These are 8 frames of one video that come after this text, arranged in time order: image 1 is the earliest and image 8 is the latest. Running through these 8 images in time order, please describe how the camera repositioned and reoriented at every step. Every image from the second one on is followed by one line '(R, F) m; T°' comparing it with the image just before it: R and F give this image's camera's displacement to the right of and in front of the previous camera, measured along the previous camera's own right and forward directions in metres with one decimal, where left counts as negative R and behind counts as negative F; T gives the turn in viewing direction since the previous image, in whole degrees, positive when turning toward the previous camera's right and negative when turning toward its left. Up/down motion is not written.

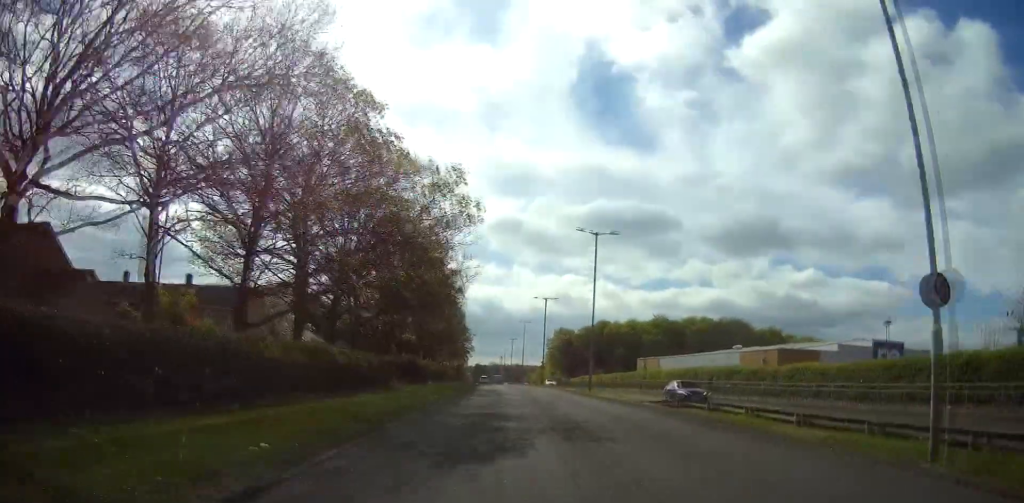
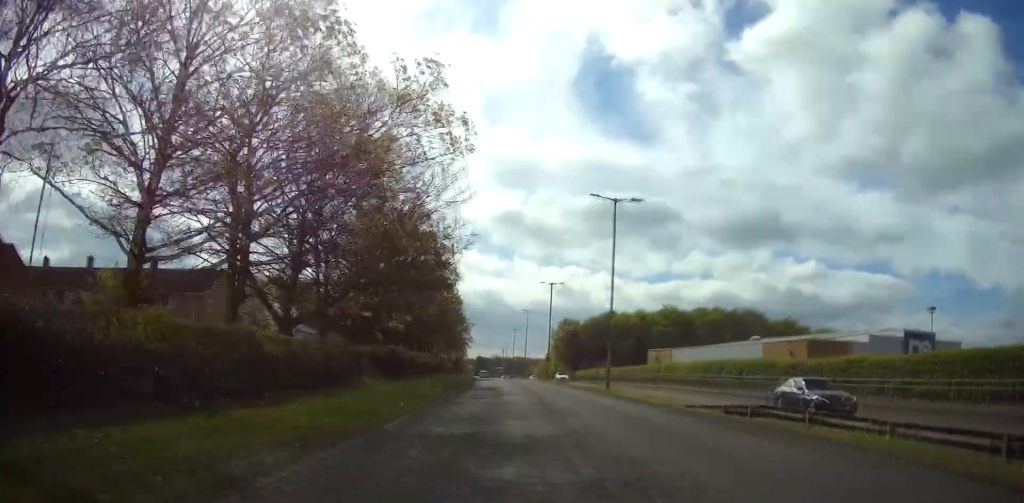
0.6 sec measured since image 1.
(-0.1, +7.5) m; -1°
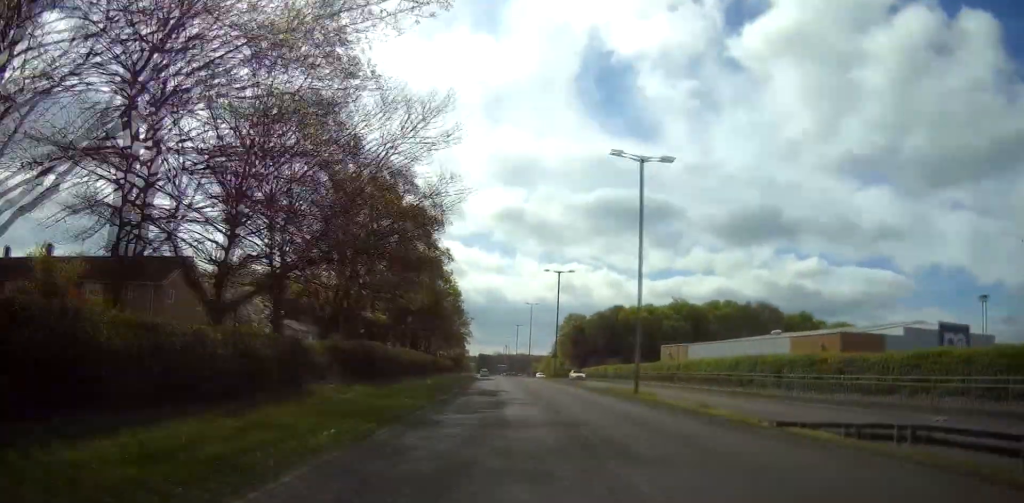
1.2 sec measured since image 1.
(-0.1, +7.2) m; -1°
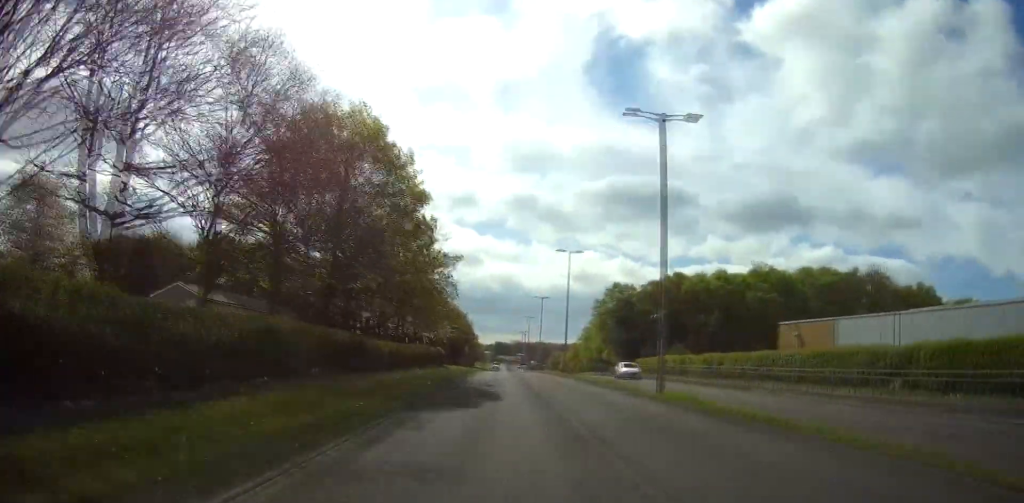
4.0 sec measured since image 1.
(-0.2, +39.0) m; -1°
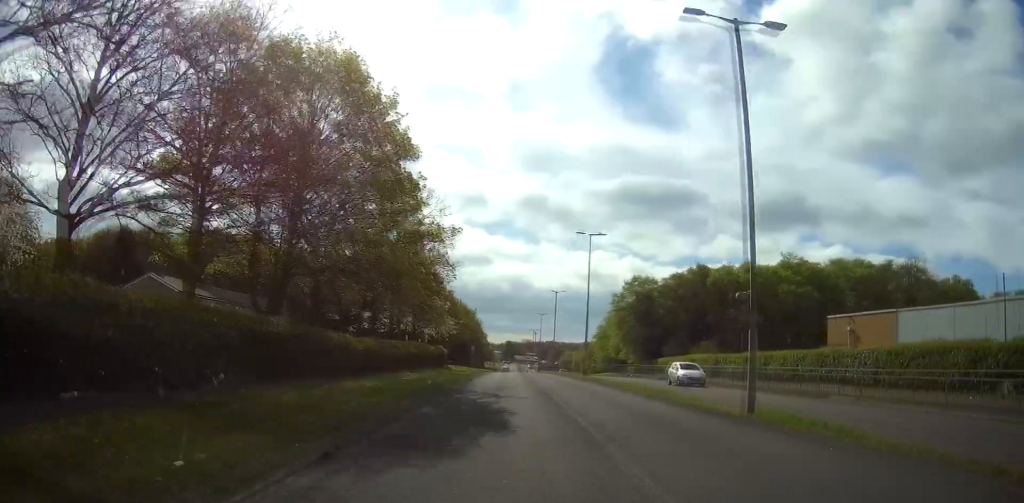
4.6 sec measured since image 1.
(0.0, +7.8) m; 0°
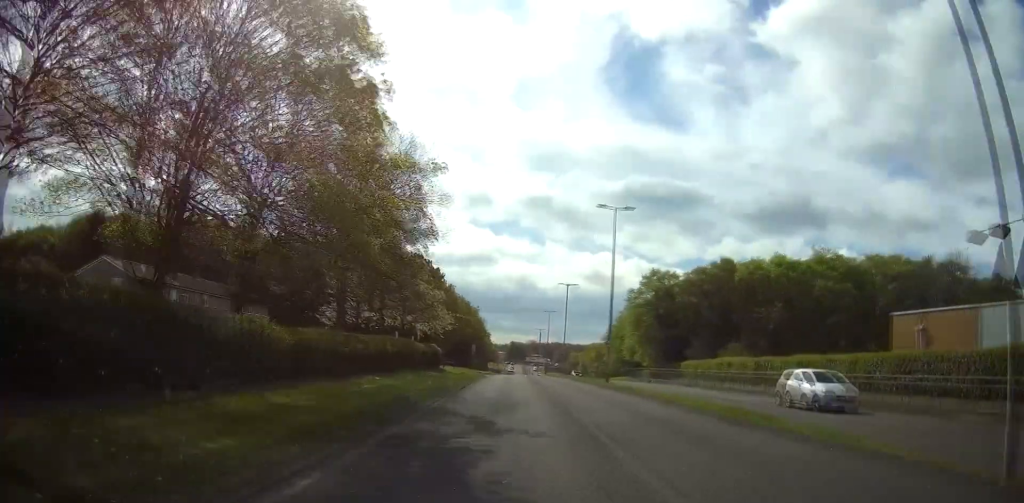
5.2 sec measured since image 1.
(0.0, +9.1) m; 0°
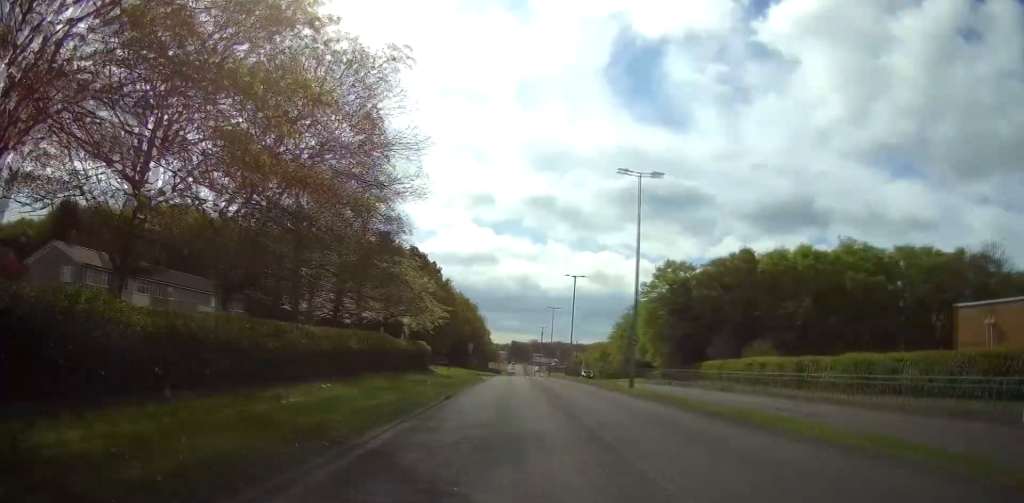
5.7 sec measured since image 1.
(-0.1, +7.4) m; 0°
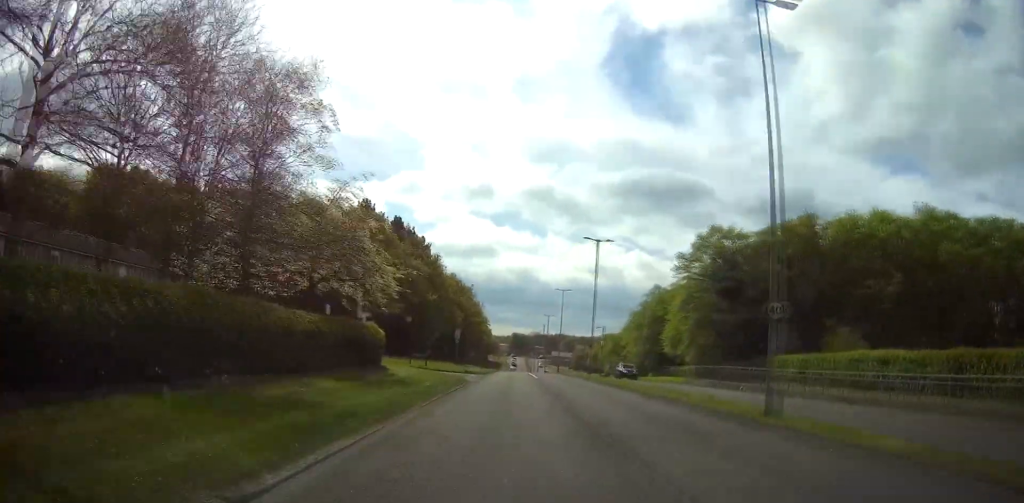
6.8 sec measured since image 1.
(-0.1, +17.2) m; 0°
